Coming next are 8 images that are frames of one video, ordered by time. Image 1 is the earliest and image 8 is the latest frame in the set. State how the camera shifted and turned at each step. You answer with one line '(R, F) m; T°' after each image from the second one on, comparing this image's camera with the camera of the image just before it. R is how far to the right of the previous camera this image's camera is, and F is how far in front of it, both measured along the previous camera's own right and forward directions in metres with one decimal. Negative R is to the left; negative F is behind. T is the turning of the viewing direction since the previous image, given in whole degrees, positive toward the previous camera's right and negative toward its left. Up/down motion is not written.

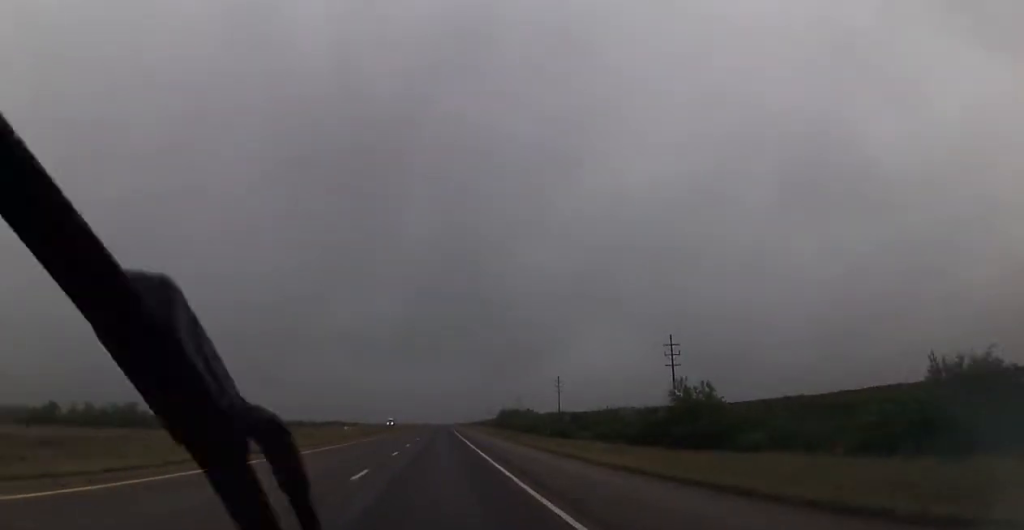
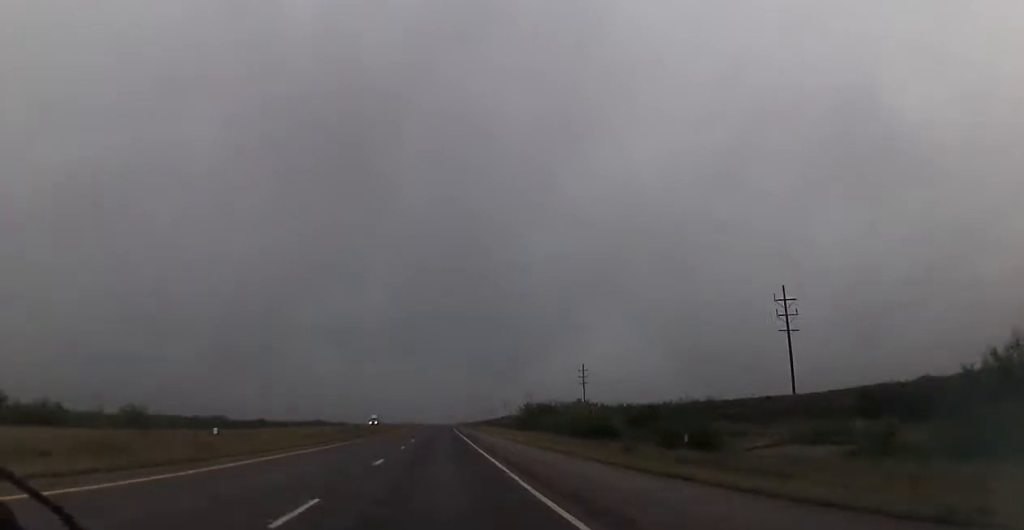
(+0.7, +43.4) m; +1°
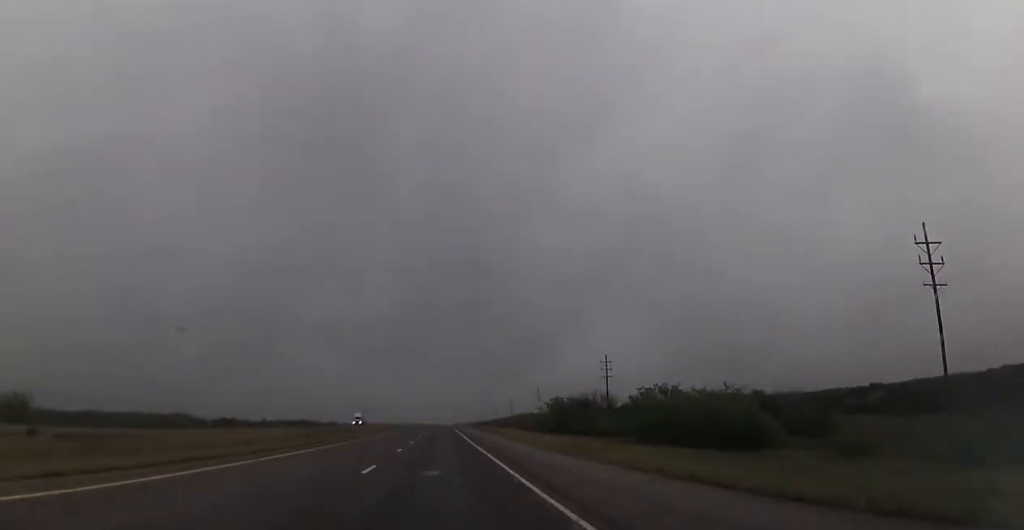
(-0.1, +27.7) m; 0°
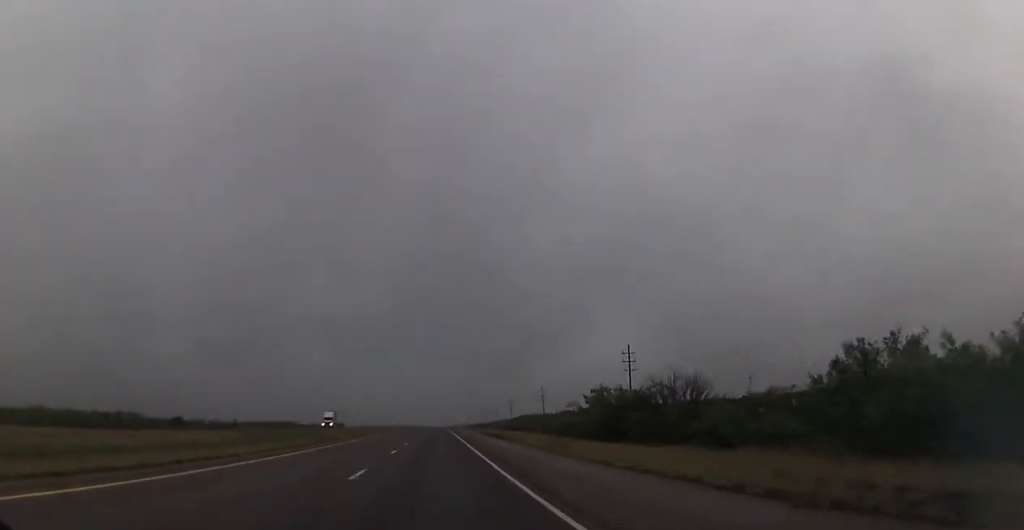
(-0.1, +25.2) m; 0°
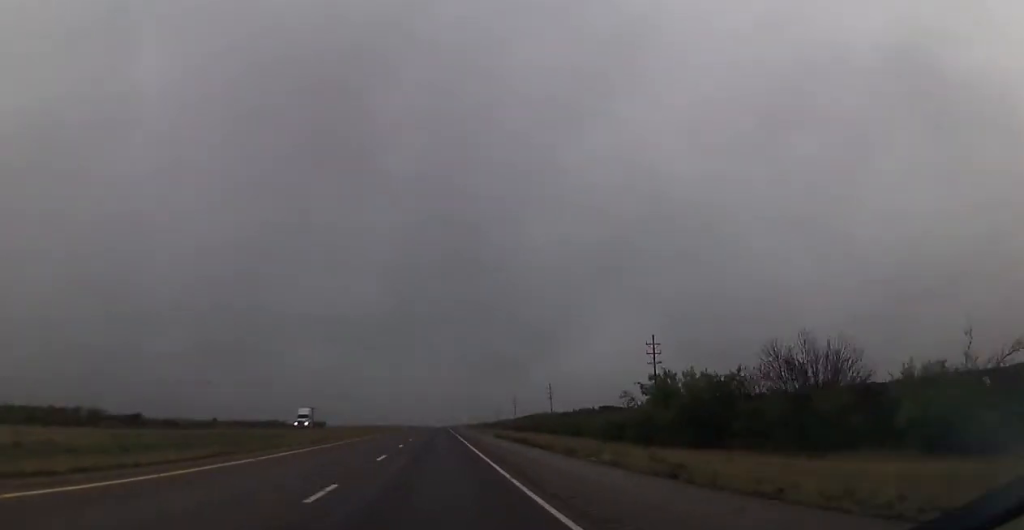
(0.0, +16.8) m; 0°
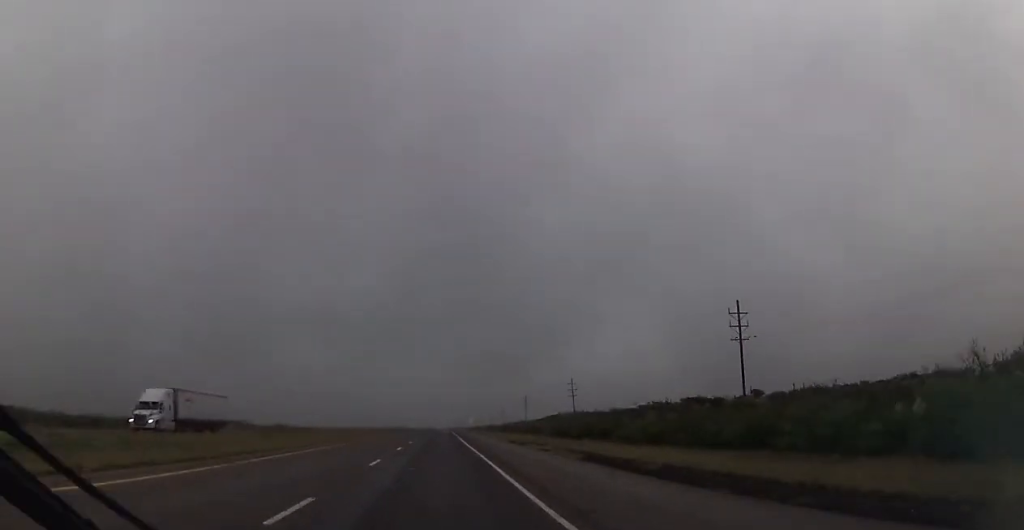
(-0.1, +38.6) m; 0°
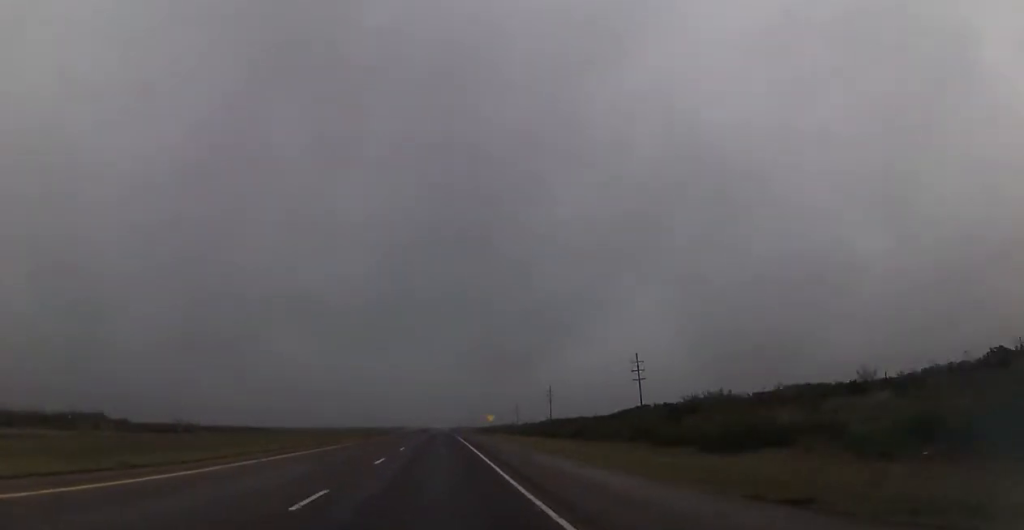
(+0.5, +71.1) m; 0°
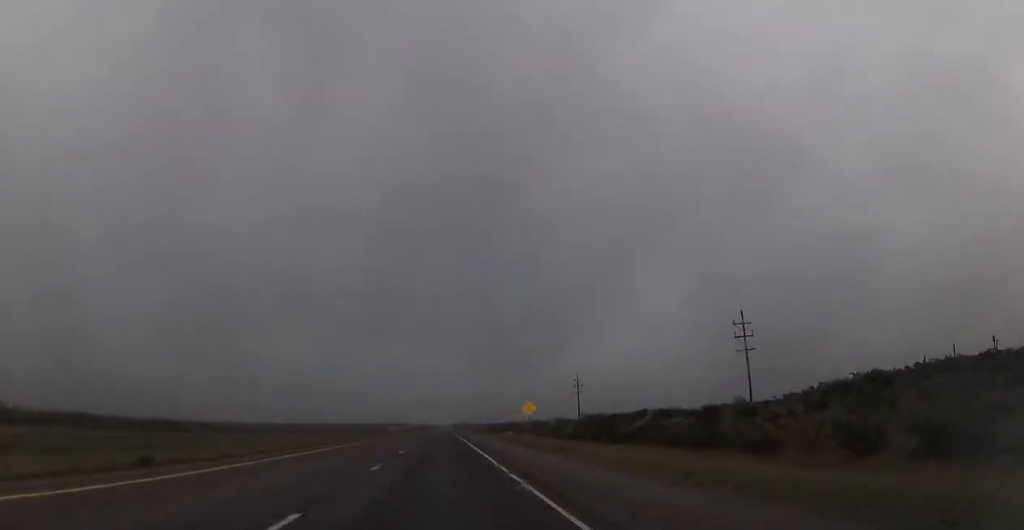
(-0.3, +51.9) m; 0°
